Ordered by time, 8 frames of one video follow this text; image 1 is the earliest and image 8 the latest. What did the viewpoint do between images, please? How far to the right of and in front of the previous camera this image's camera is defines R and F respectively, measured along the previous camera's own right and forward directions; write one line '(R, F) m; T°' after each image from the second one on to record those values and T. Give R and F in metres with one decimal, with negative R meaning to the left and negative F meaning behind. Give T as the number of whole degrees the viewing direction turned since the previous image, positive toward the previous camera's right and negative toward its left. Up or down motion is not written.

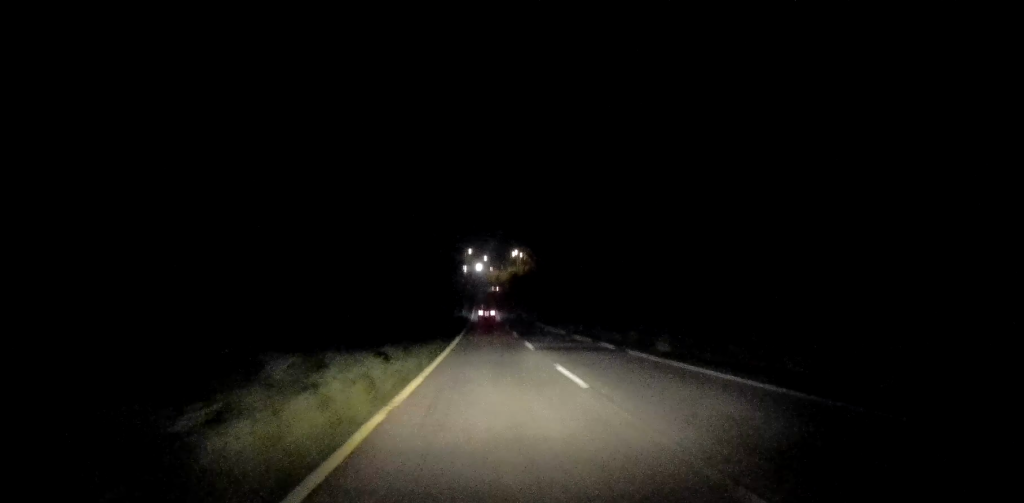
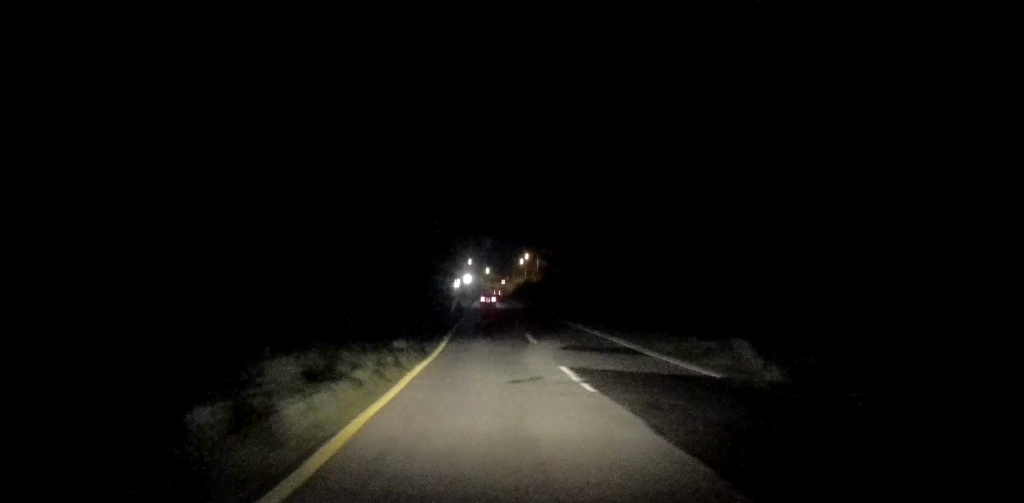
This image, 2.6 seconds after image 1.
(+0.7, +58.9) m; +1°
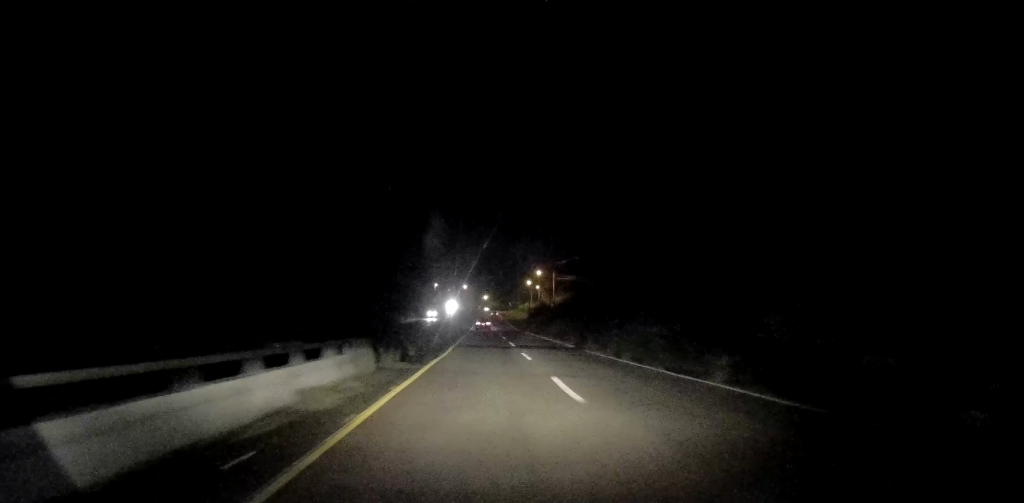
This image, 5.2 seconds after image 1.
(-0.6, +58.8) m; 0°
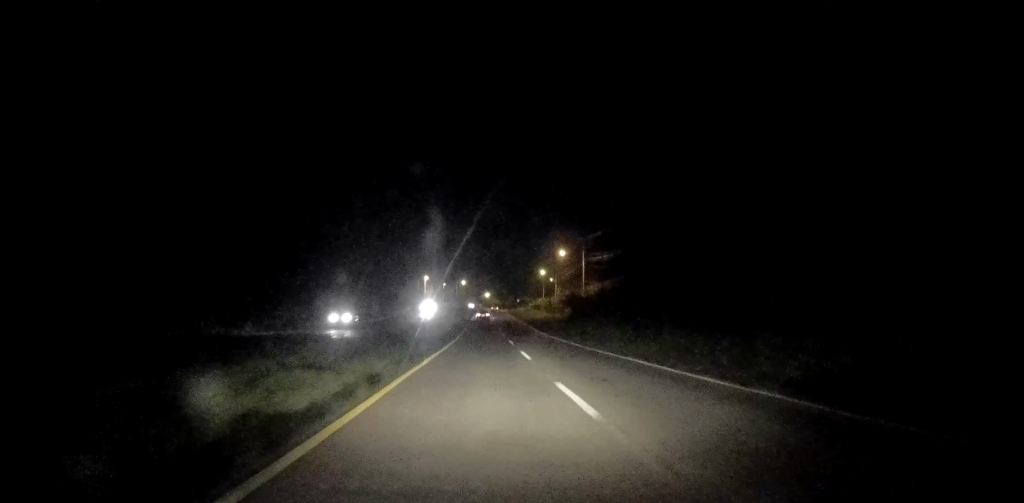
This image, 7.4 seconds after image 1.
(+1.0, +50.8) m; 0°
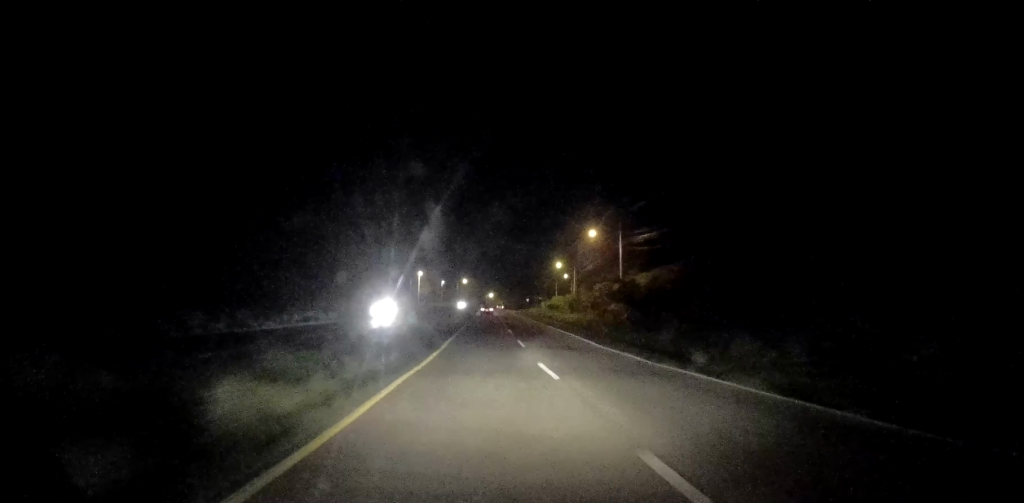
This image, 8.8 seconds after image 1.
(-0.5, +29.9) m; -1°
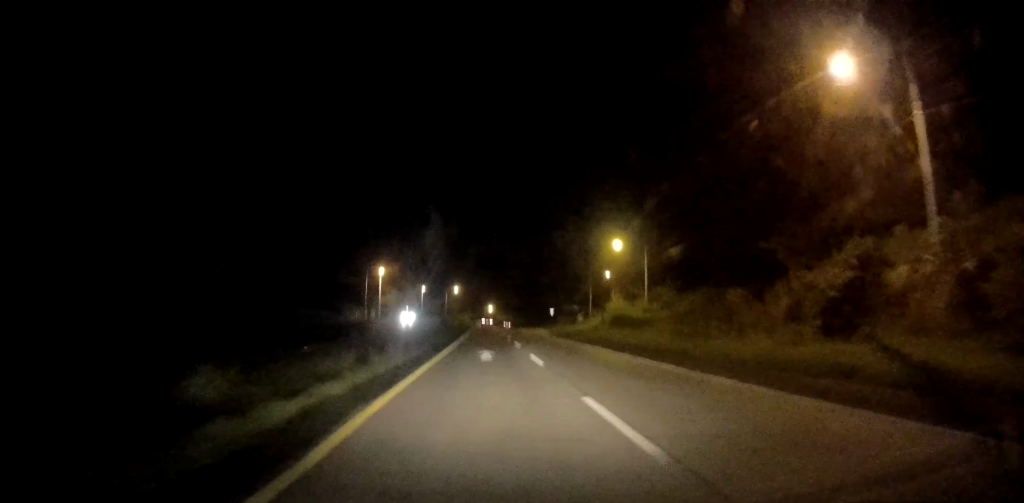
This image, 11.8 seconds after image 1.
(-0.4, +66.4) m; 0°
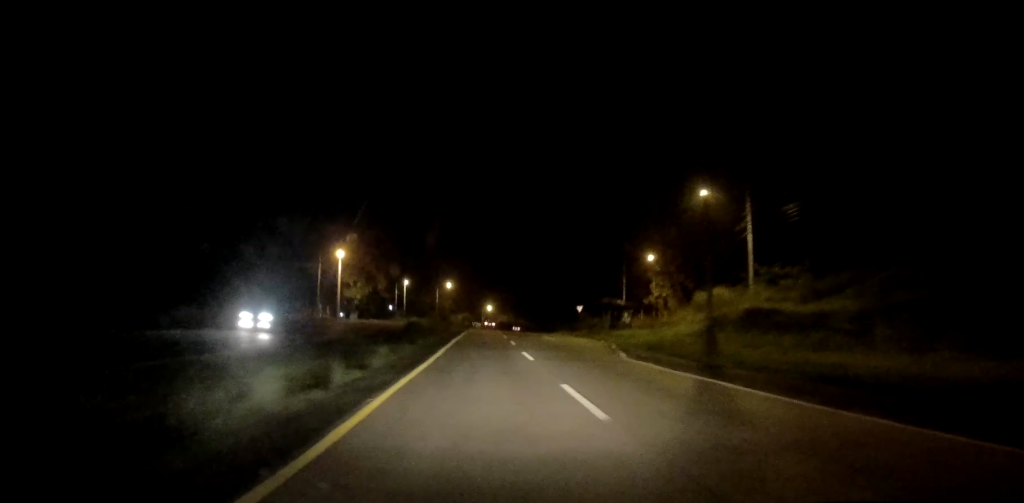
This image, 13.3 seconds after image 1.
(-0.1, +32.6) m; 0°
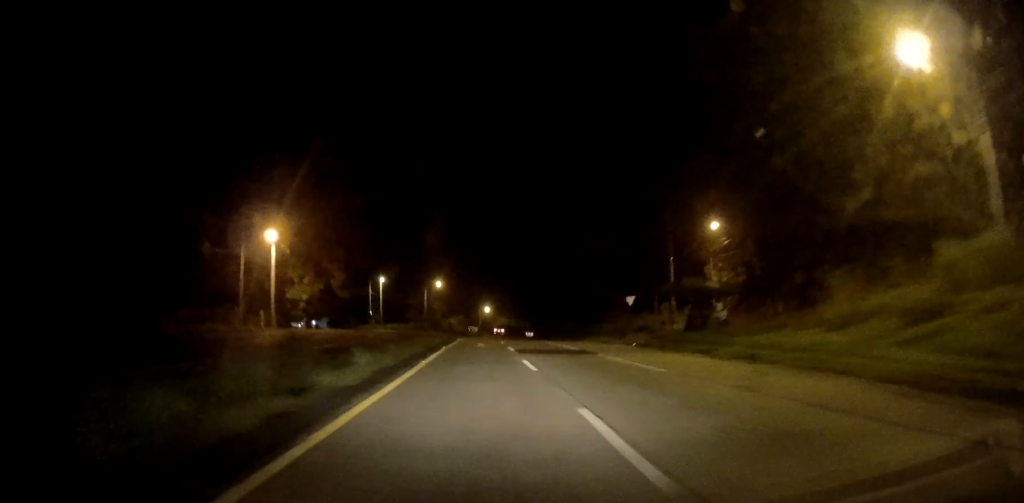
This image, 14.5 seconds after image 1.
(+0.2, +26.7) m; +1°
